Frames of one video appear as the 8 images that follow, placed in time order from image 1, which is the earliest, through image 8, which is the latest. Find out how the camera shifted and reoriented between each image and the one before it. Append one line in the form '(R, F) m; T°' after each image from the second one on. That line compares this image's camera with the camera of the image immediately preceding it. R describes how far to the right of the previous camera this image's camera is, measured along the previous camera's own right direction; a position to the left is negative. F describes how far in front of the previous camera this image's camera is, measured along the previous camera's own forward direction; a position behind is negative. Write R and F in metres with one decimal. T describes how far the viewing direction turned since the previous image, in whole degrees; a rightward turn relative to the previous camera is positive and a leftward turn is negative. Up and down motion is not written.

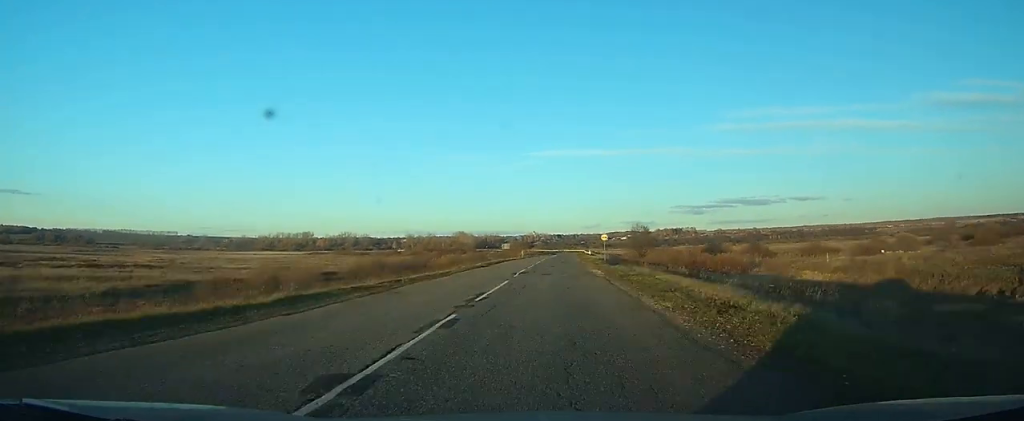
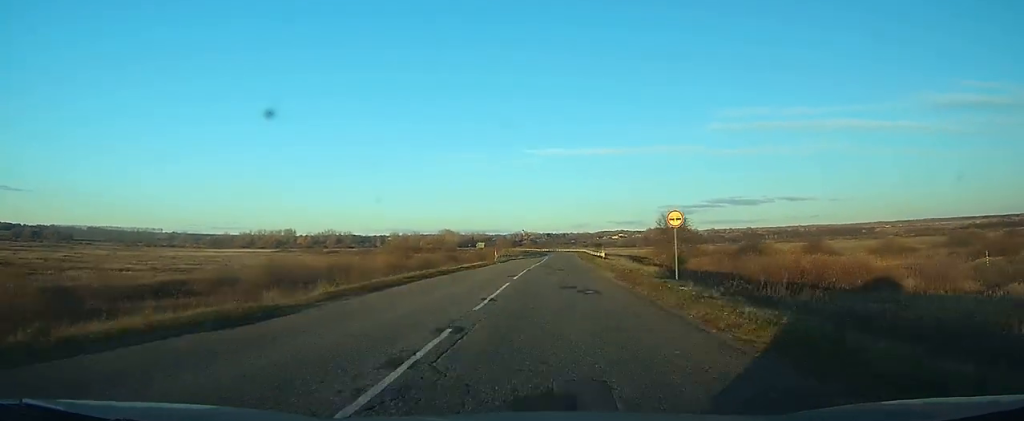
(+0.1, +38.0) m; +1°
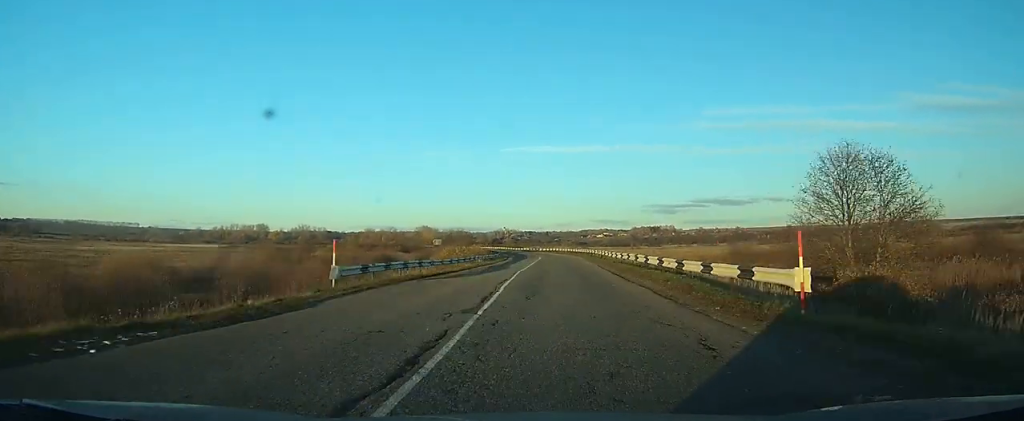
(+0.6, +51.0) m; +1°
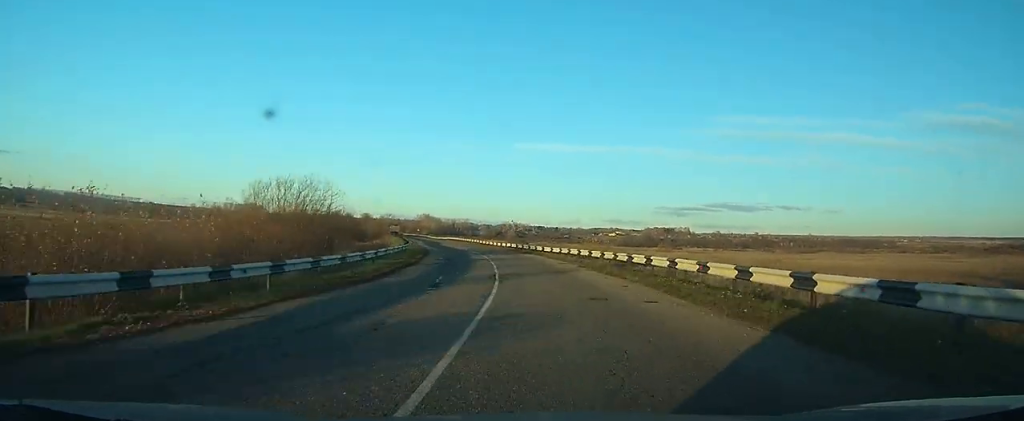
(-0.2, +68.7) m; -3°
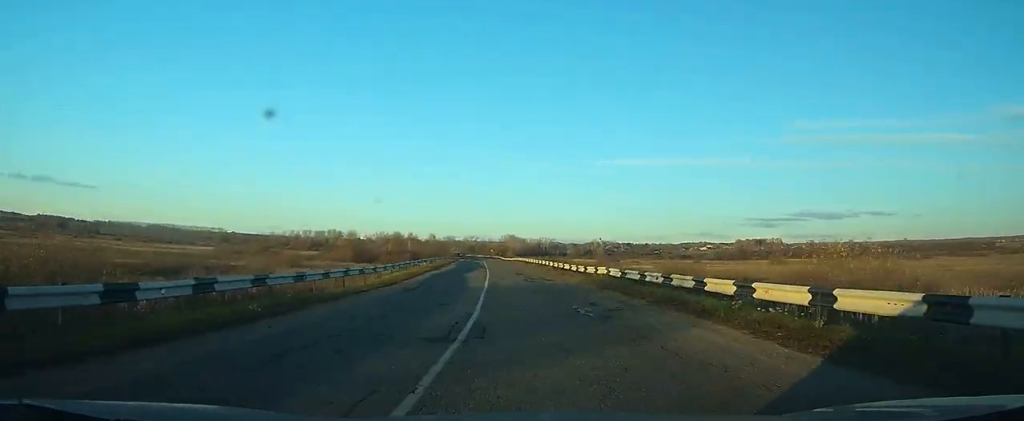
(-1.5, +35.9) m; -6°
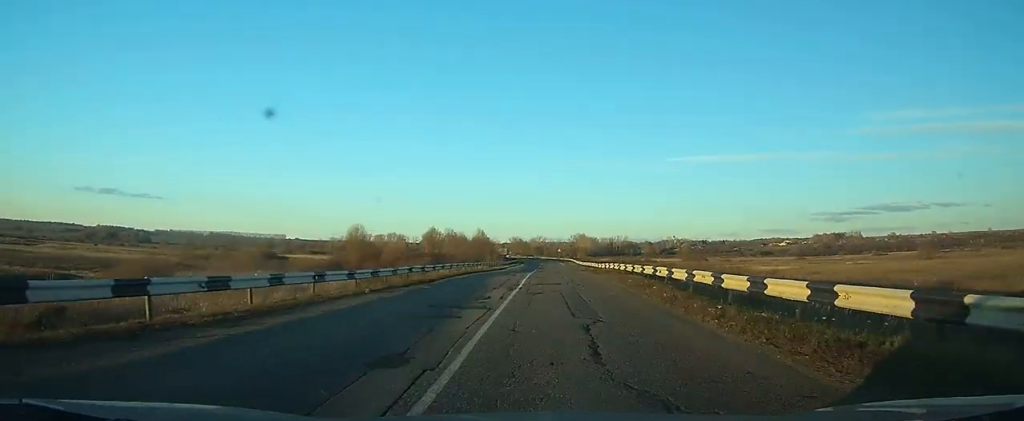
(-4.8, +58.7) m; -6°
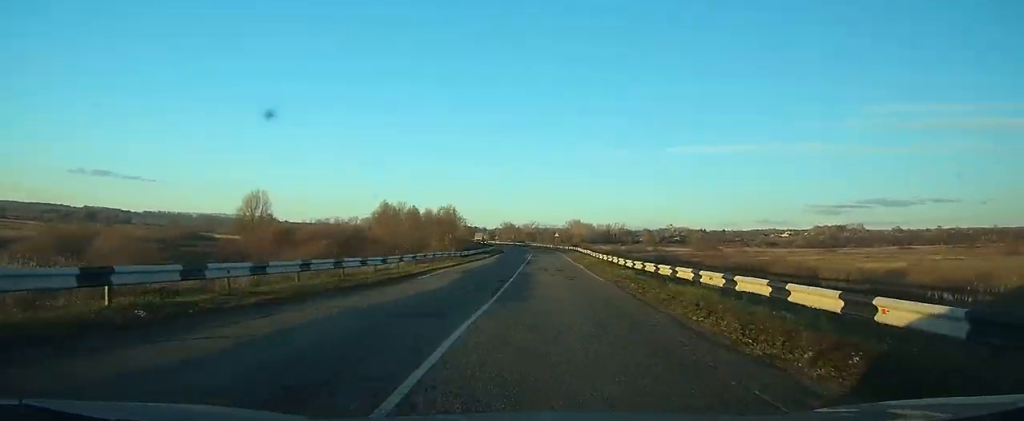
(-0.4, +47.6) m; -1°
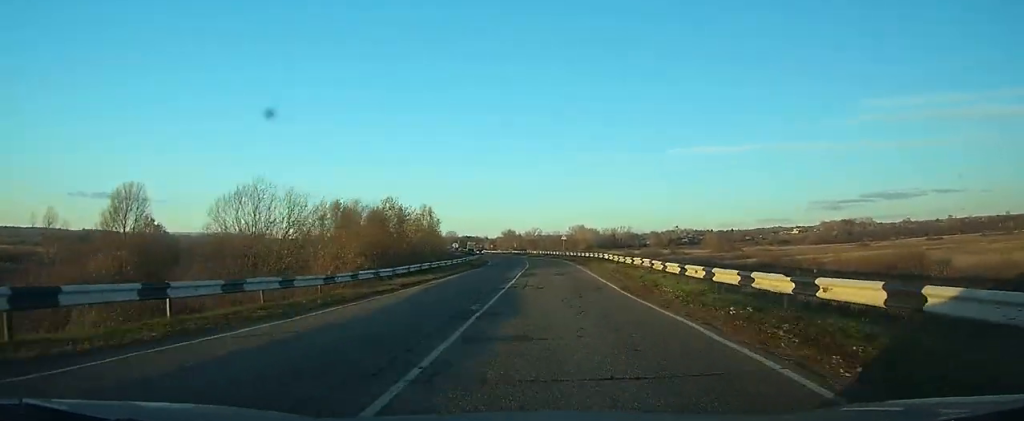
(+0.1, +30.8) m; -1°
